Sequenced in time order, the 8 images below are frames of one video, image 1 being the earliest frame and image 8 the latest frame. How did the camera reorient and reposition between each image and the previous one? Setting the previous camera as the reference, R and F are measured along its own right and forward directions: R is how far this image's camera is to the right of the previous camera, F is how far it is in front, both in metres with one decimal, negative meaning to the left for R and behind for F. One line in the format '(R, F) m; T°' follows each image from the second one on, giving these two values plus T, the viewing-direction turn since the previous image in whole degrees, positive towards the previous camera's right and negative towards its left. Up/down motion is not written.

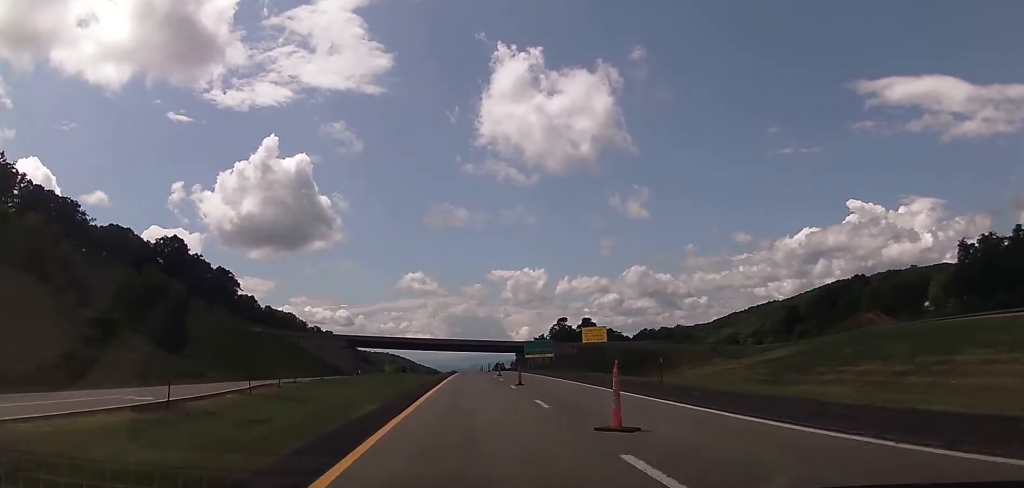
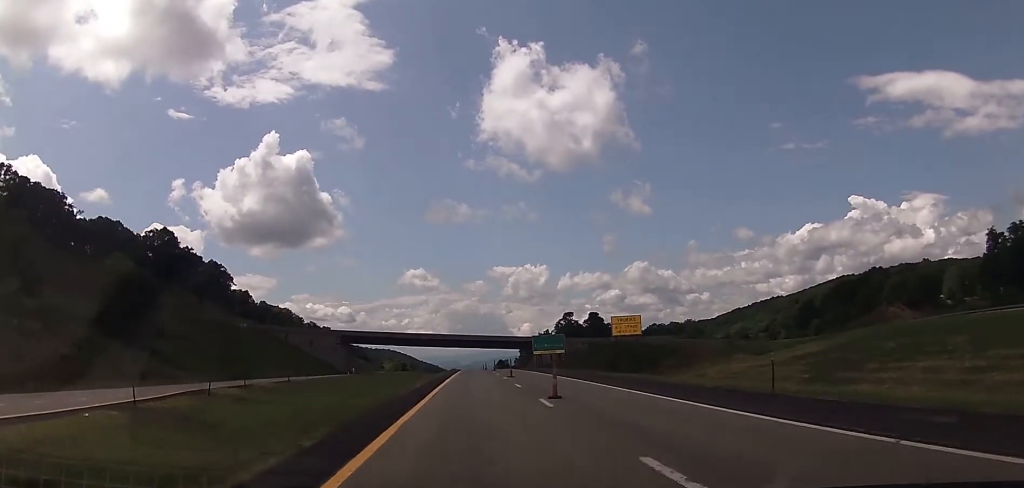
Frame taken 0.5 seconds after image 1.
(0.0, +12.6) m; 0°
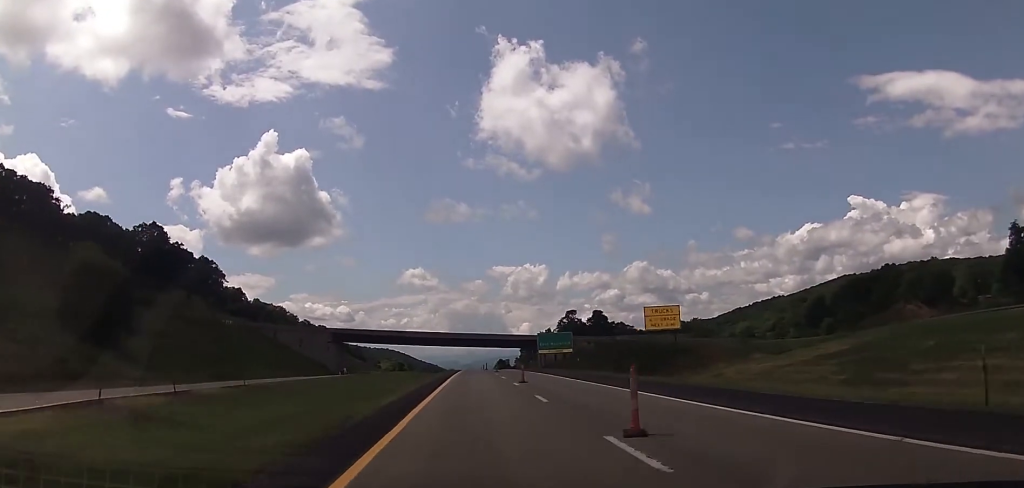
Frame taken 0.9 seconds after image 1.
(0.0, +10.2) m; 0°
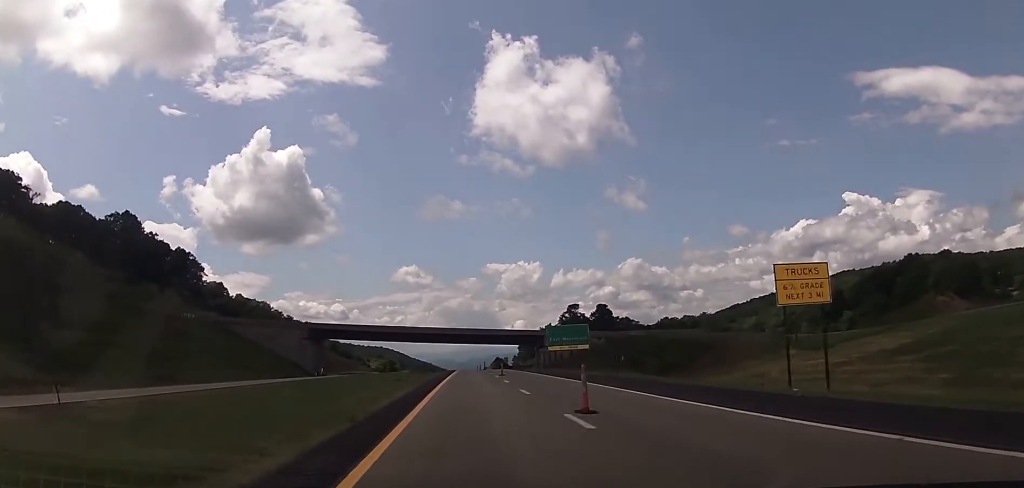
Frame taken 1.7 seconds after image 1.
(0.0, +19.5) m; 0°
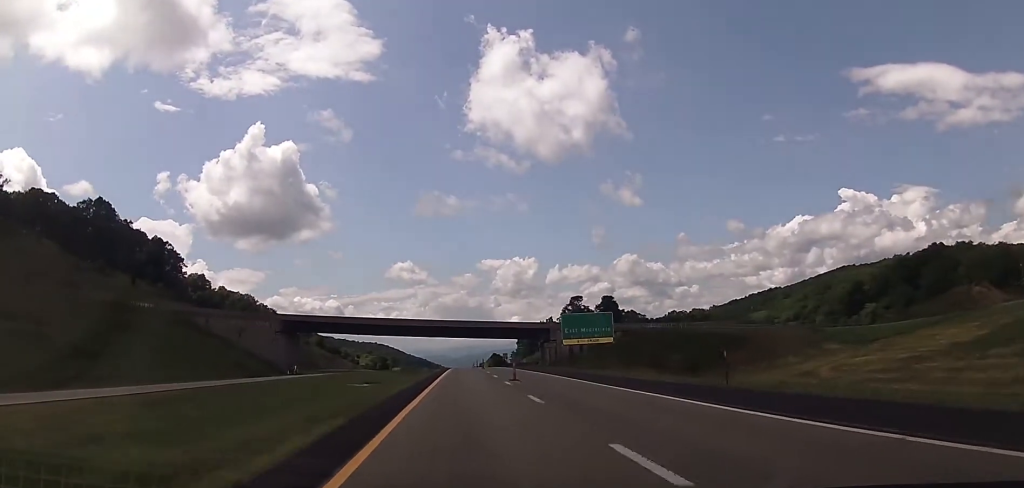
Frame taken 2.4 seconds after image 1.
(0.0, +17.9) m; 0°
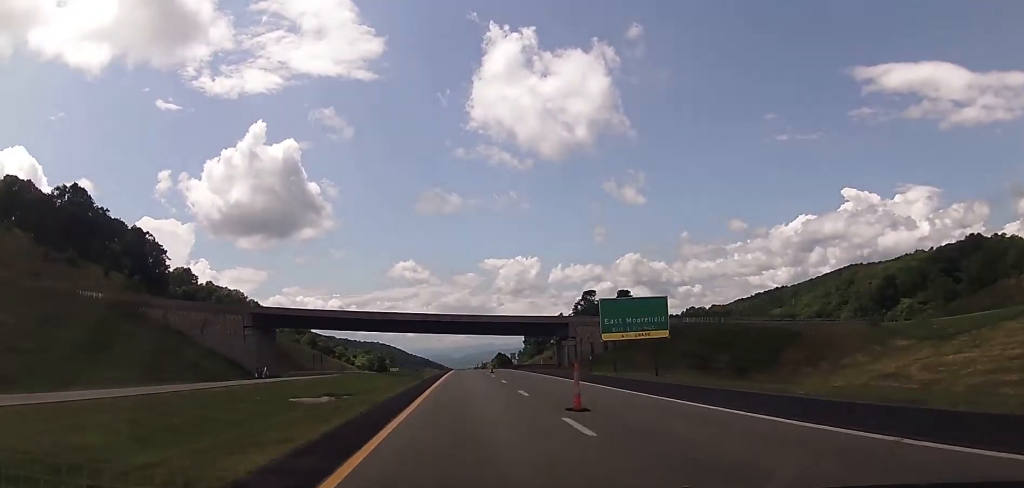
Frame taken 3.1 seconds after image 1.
(+0.2, +19.8) m; 0°
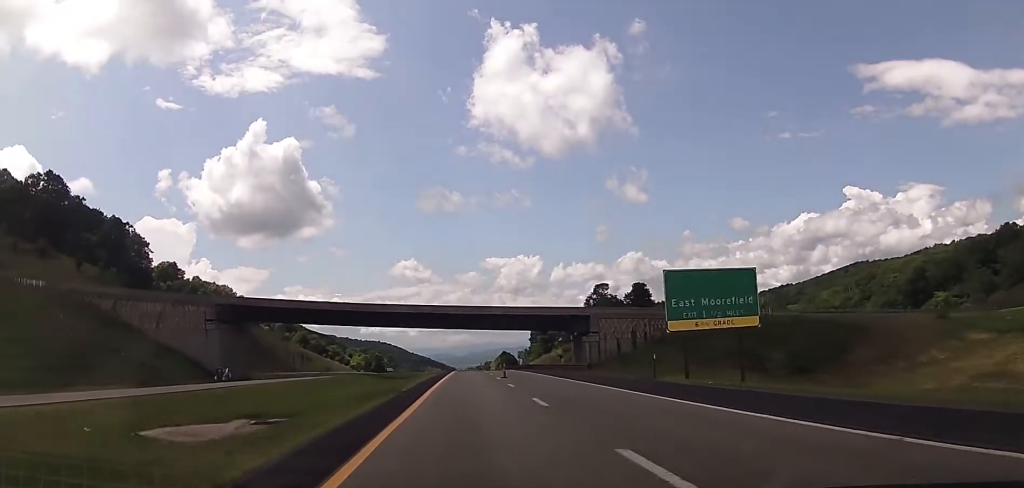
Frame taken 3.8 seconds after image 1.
(0.0, +17.3) m; 0°
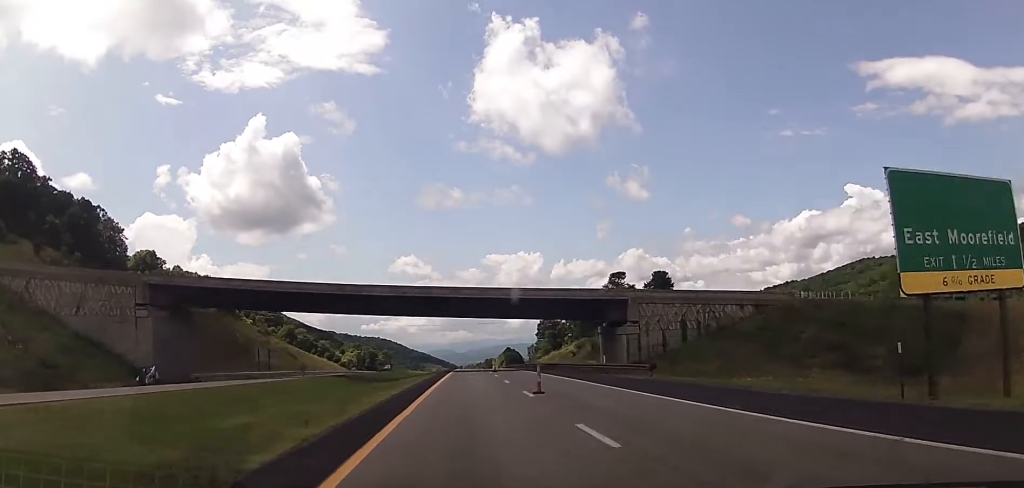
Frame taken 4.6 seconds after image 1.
(-0.1, +20.8) m; 0°
